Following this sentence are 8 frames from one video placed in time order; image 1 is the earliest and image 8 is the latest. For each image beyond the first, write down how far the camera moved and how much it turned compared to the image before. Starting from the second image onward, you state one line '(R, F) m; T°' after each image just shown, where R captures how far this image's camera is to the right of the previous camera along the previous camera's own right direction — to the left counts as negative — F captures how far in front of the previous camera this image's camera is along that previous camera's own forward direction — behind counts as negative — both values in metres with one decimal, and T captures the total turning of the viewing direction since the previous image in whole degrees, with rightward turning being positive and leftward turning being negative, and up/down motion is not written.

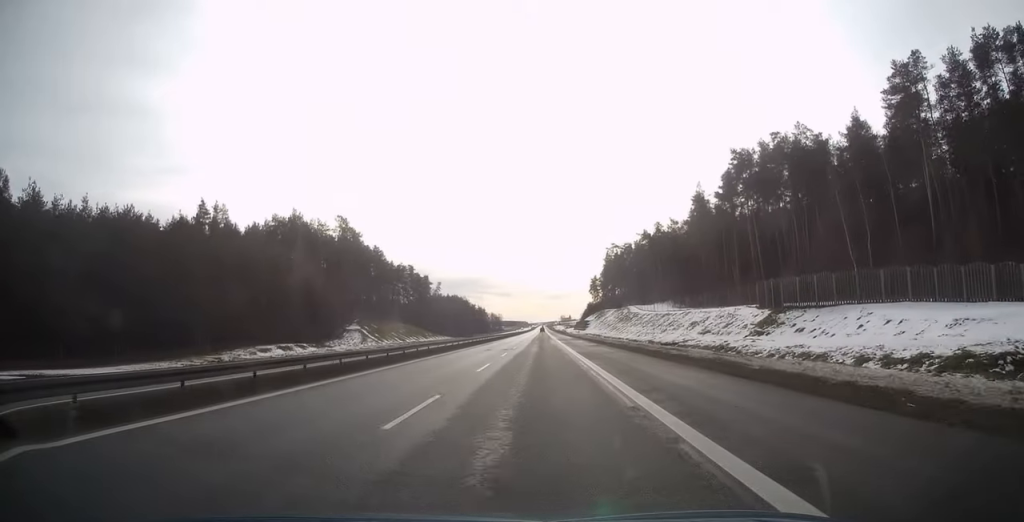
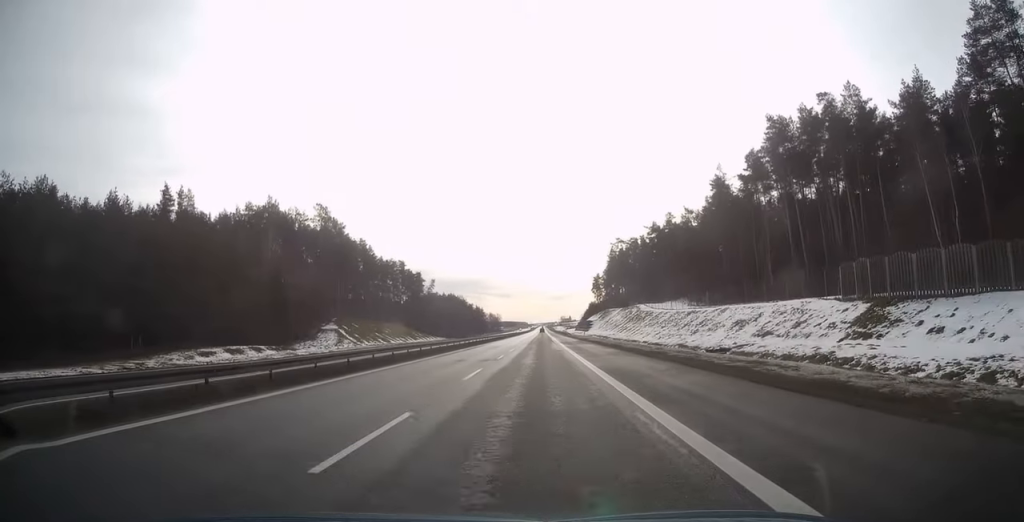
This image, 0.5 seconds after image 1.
(0.0, +14.8) m; 0°
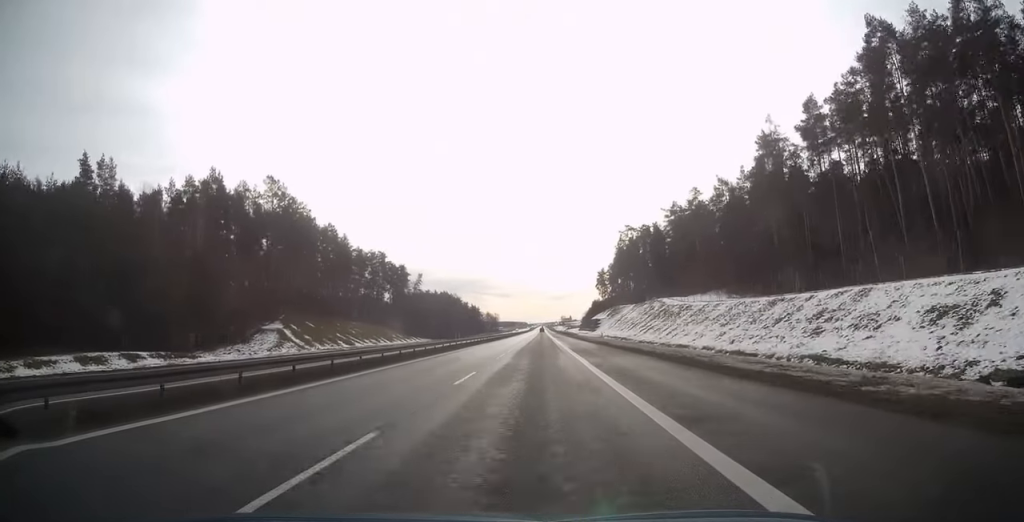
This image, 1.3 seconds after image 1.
(0.0, +26.1) m; 0°
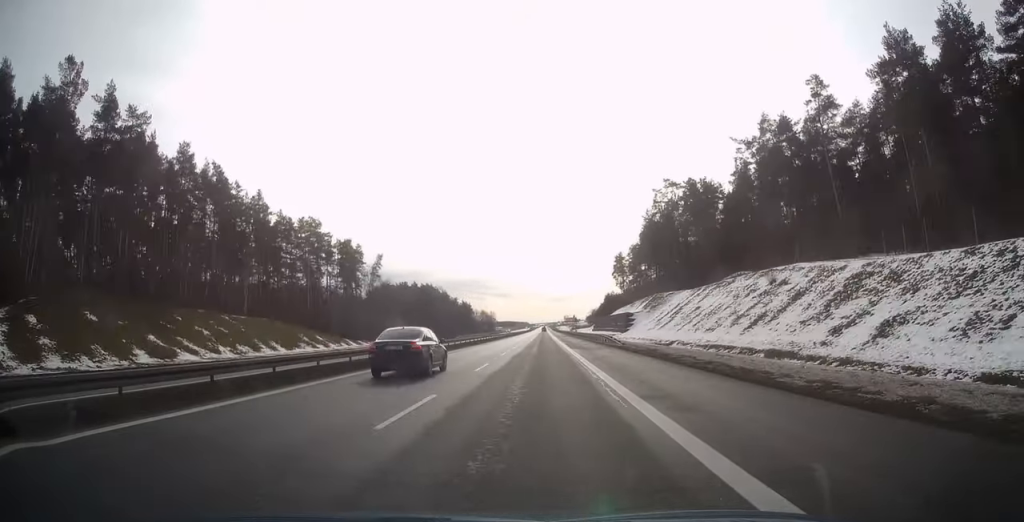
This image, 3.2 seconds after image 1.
(0.0, +57.7) m; 0°
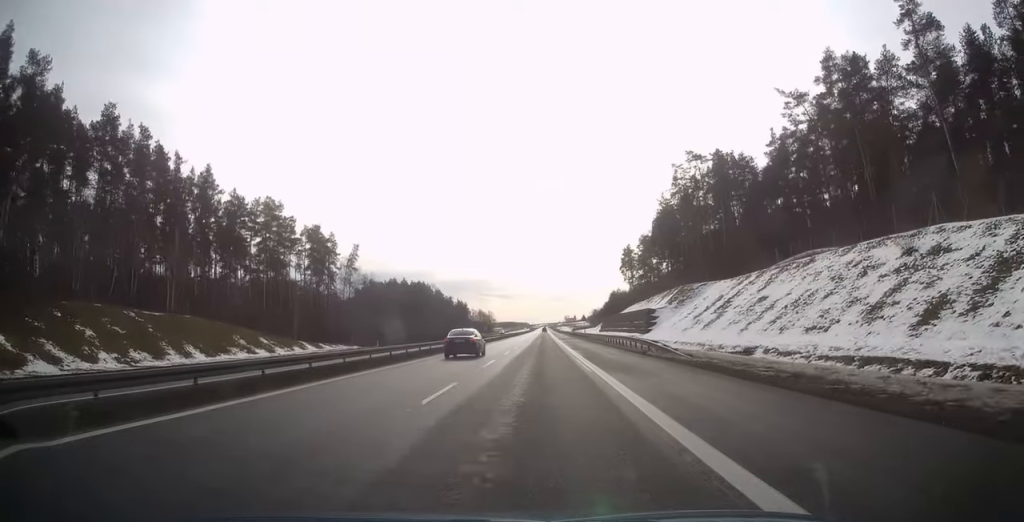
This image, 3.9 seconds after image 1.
(0.0, +21.0) m; 0°
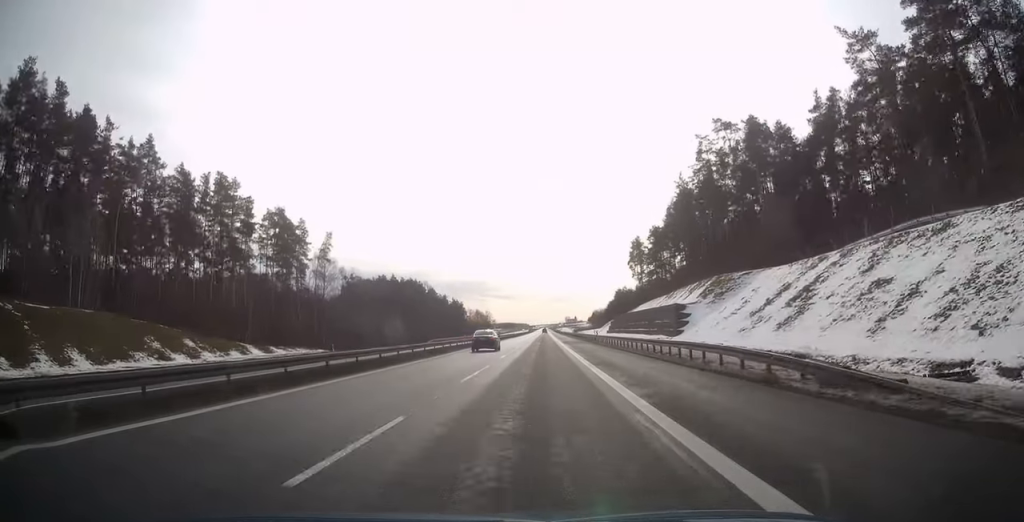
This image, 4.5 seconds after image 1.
(0.0, +18.3) m; 0°
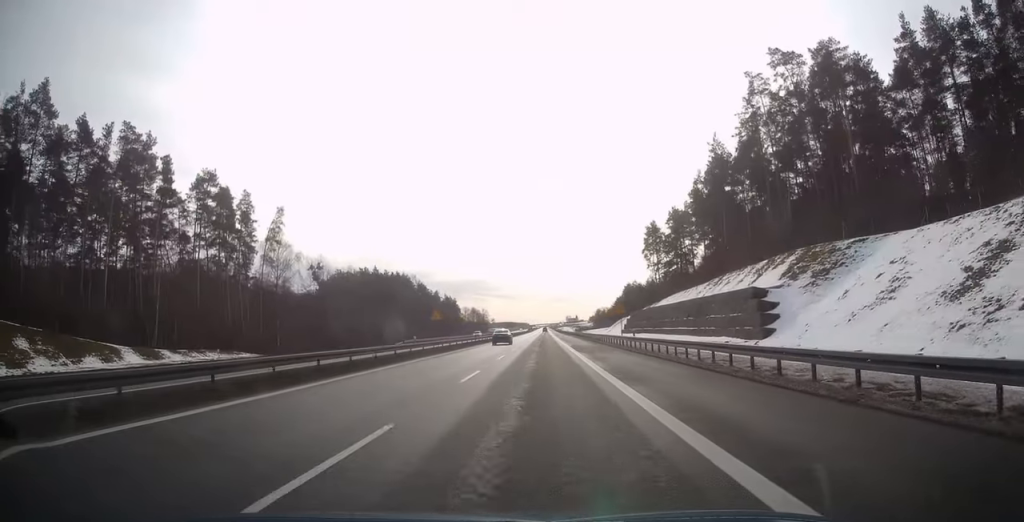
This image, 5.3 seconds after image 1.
(0.0, +24.9) m; 0°
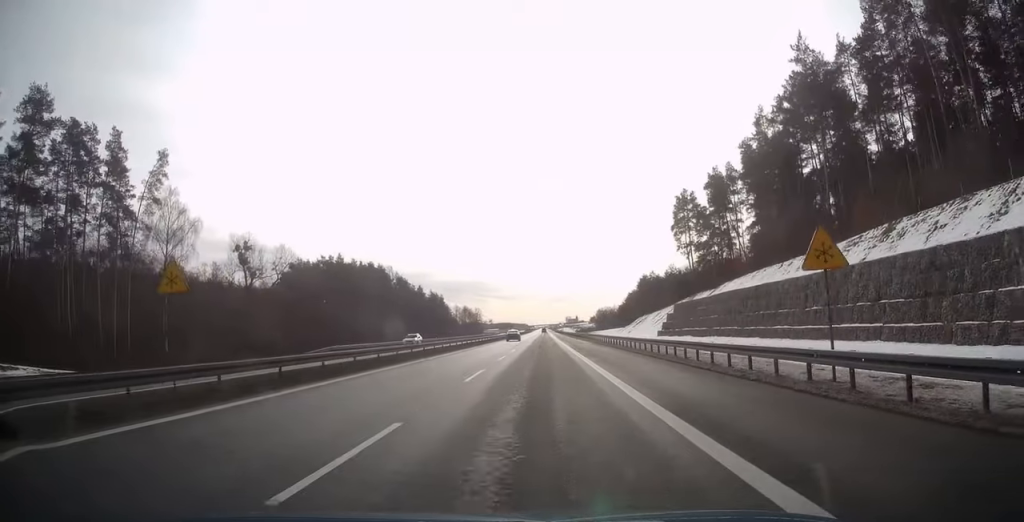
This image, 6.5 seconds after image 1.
(+0.1, +35.5) m; 0°
